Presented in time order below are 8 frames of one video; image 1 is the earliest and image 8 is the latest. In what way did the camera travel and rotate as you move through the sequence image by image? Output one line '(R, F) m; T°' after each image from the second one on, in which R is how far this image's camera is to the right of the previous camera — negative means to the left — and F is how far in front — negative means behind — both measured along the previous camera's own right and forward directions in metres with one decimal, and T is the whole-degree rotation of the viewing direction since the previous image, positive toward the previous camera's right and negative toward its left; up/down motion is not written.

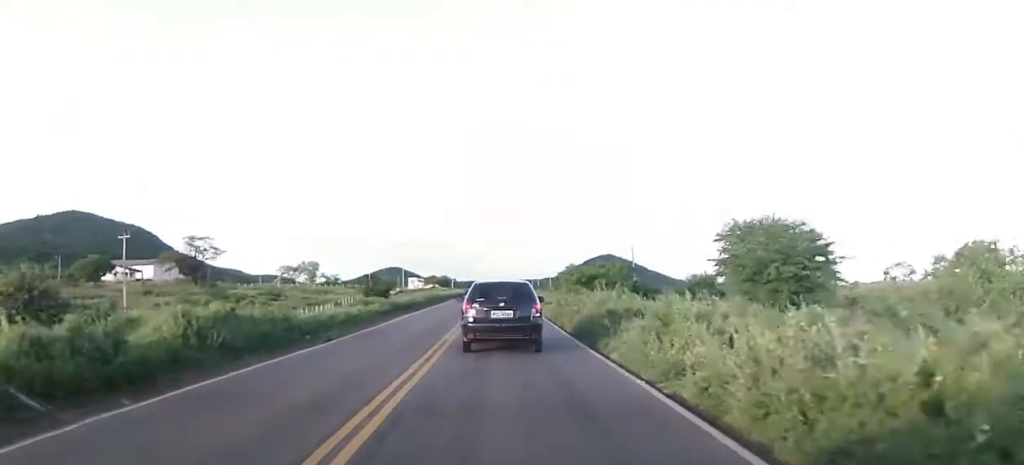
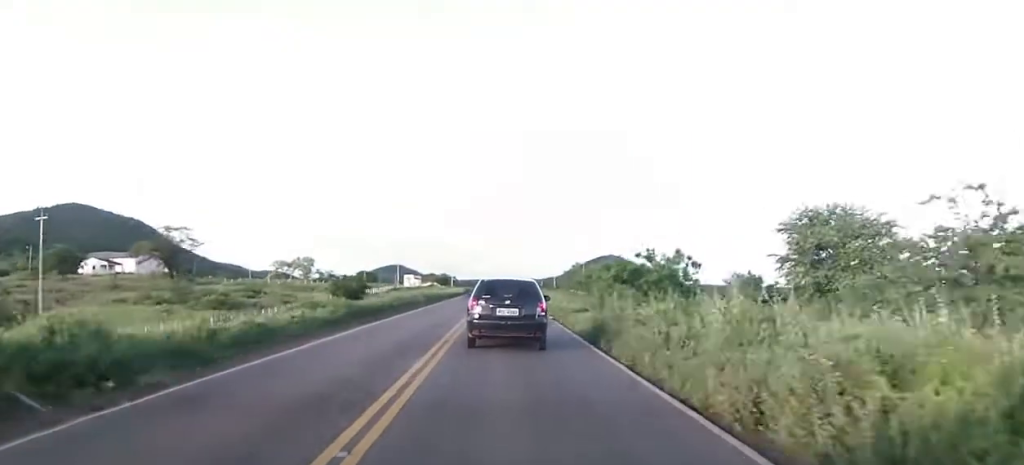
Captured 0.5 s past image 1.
(-0.3, +11.5) m; 0°
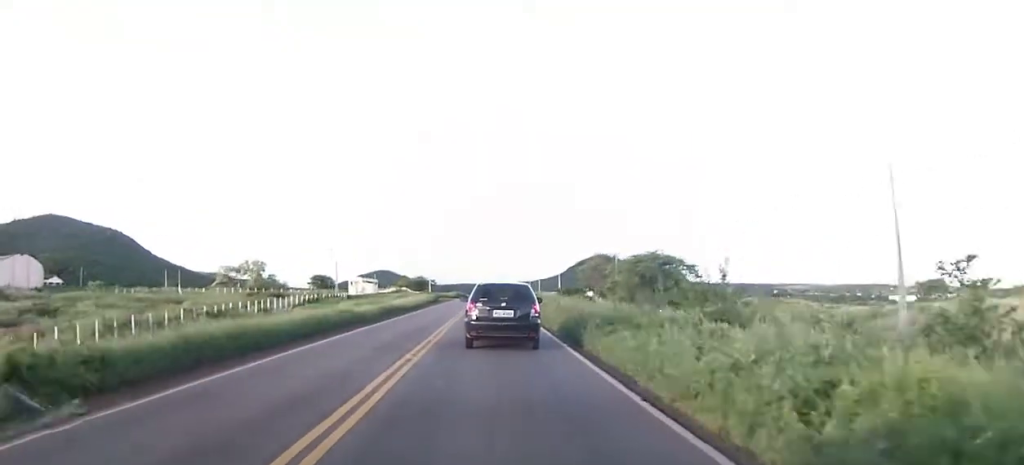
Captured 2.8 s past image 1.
(+1.0, +53.5) m; 0°
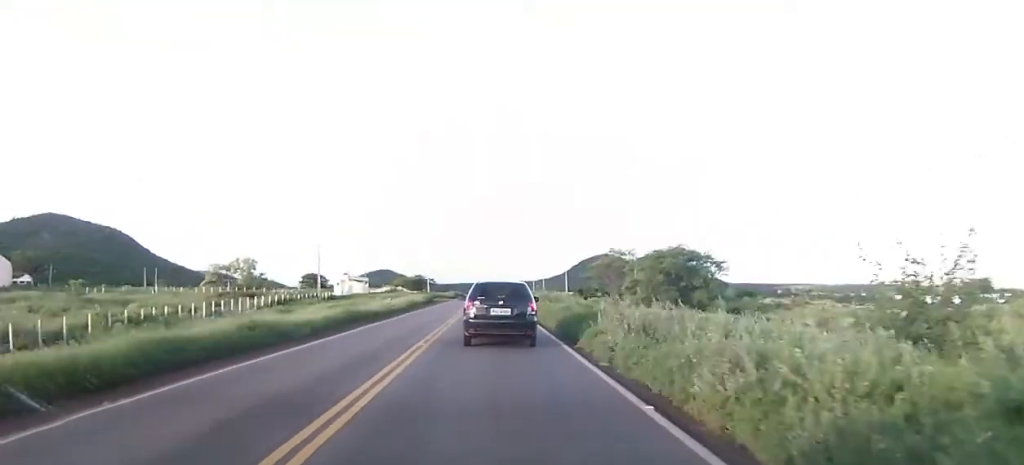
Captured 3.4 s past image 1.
(-0.1, +12.3) m; 0°
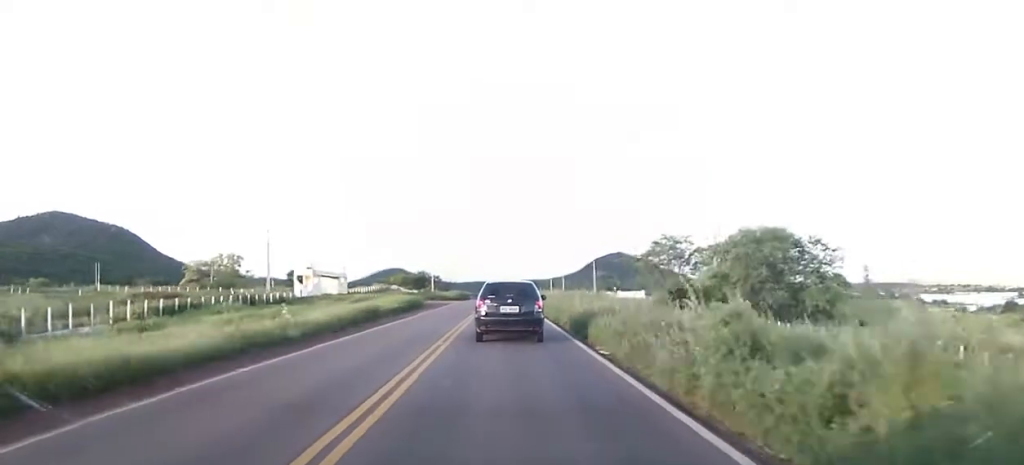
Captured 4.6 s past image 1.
(0.0, +27.1) m; 0°
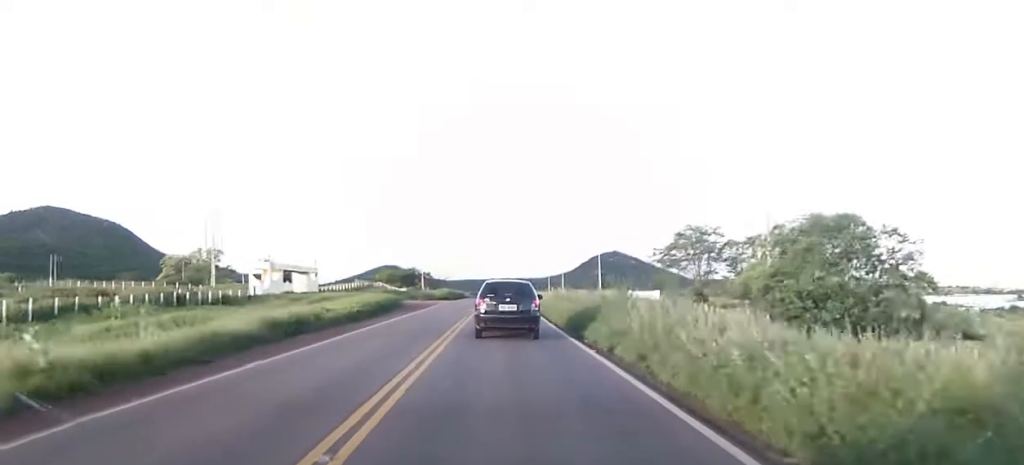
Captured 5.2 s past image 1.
(+0.1, +13.2) m; 0°
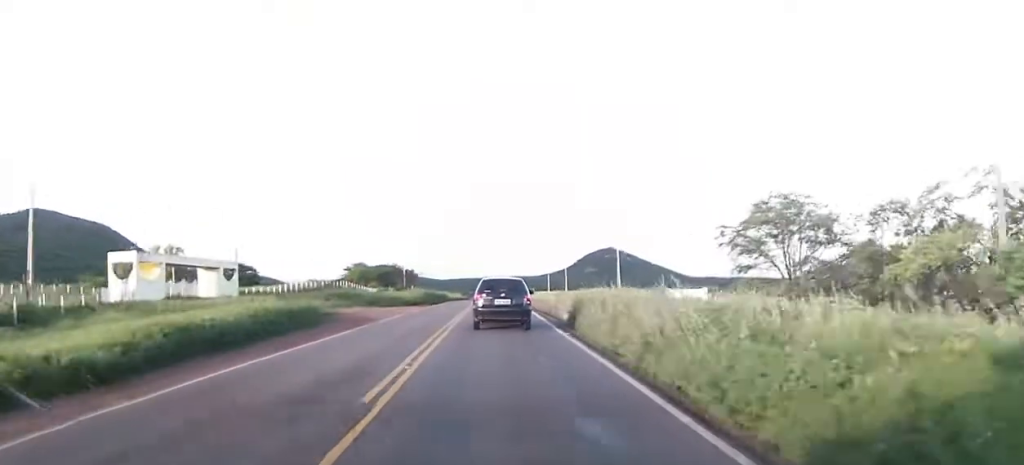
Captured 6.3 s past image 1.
(+0.1, +24.7) m; +1°
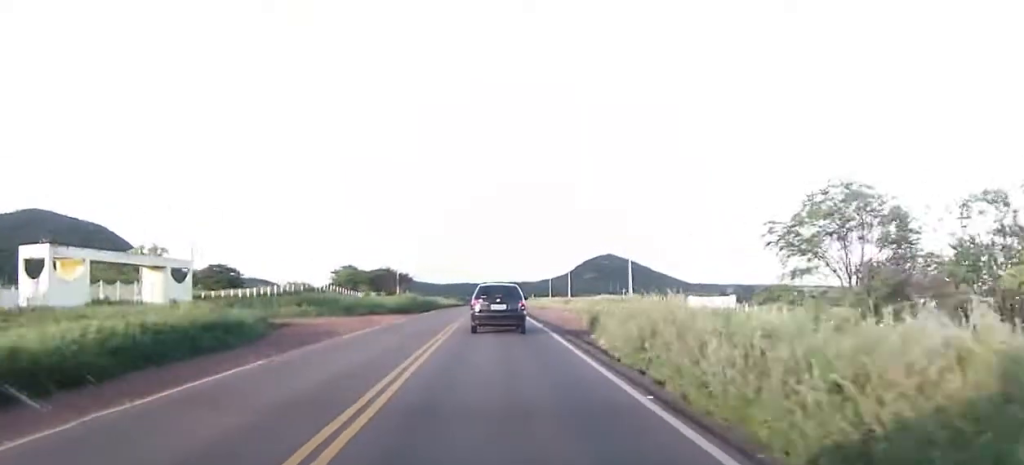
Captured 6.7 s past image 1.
(0.0, +9.3) m; 0°
